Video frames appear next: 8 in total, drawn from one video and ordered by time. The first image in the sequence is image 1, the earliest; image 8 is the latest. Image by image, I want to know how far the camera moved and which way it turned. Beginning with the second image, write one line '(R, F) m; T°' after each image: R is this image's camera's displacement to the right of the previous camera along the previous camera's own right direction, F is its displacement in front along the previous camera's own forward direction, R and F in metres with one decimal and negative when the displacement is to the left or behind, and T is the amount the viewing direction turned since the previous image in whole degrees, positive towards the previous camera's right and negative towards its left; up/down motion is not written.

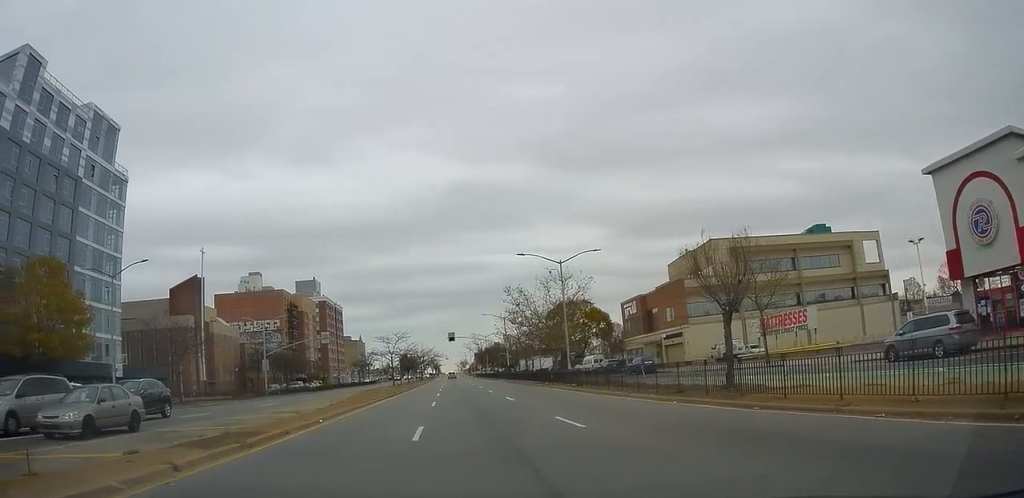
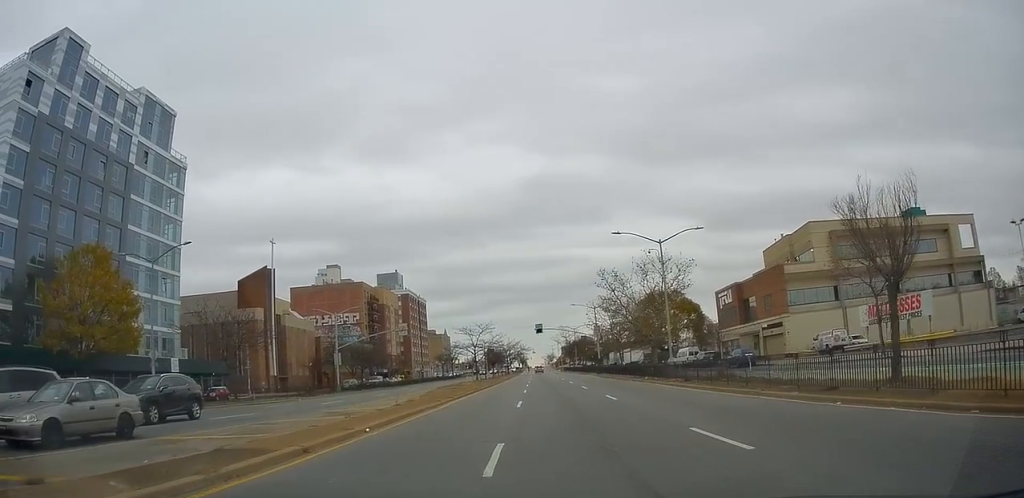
(-0.5, +4.8) m; -4°
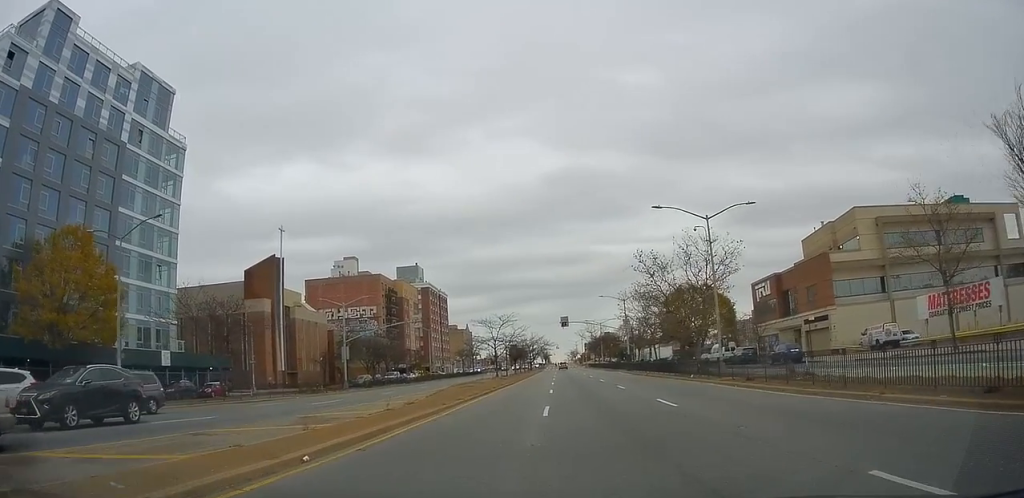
(-0.1, +5.6) m; +1°
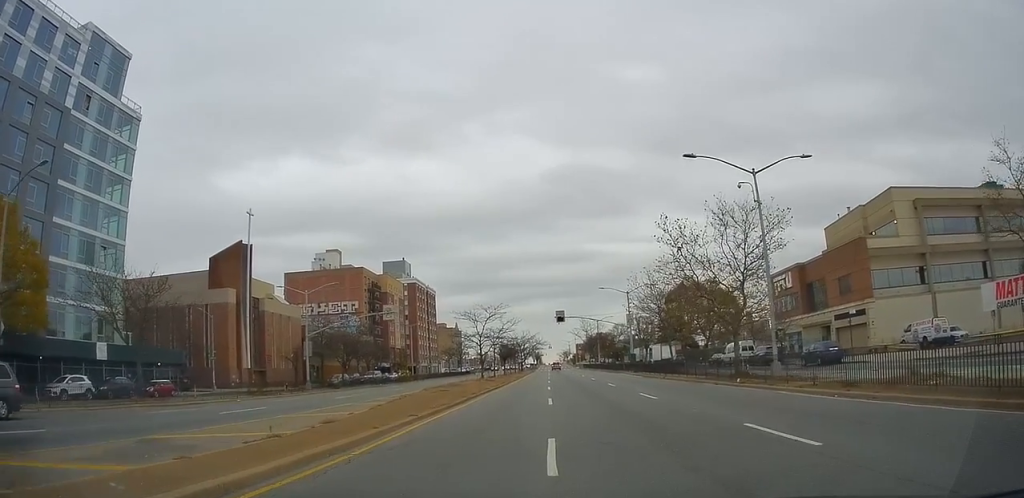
(+0.3, +8.2) m; +2°
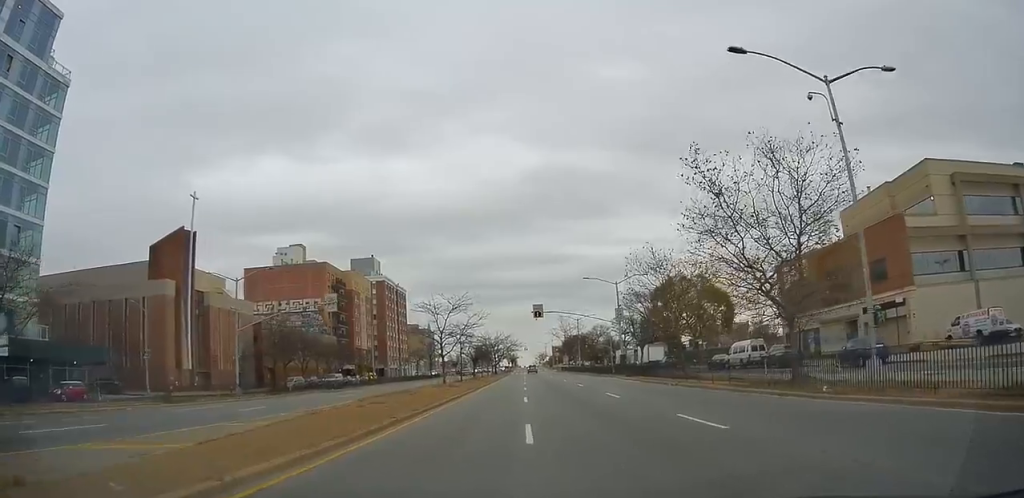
(-0.1, +9.1) m; 0°
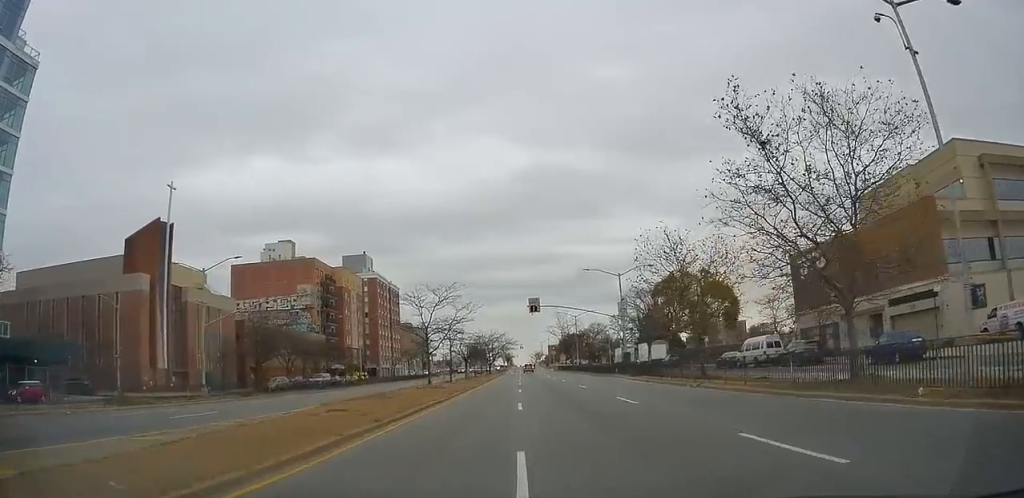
(0.0, +4.5) m; 0°
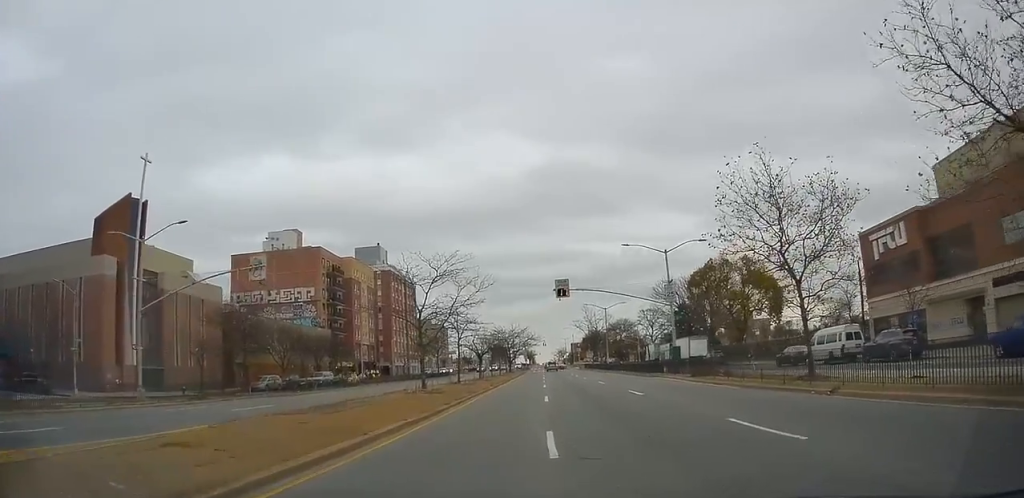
(0.0, +9.7) m; 0°
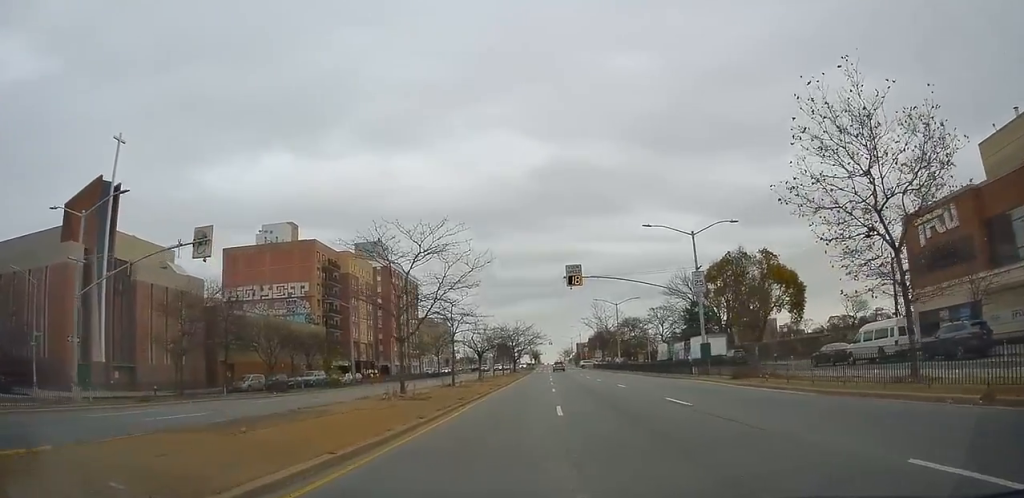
(0.0, +5.8) m; 0°
